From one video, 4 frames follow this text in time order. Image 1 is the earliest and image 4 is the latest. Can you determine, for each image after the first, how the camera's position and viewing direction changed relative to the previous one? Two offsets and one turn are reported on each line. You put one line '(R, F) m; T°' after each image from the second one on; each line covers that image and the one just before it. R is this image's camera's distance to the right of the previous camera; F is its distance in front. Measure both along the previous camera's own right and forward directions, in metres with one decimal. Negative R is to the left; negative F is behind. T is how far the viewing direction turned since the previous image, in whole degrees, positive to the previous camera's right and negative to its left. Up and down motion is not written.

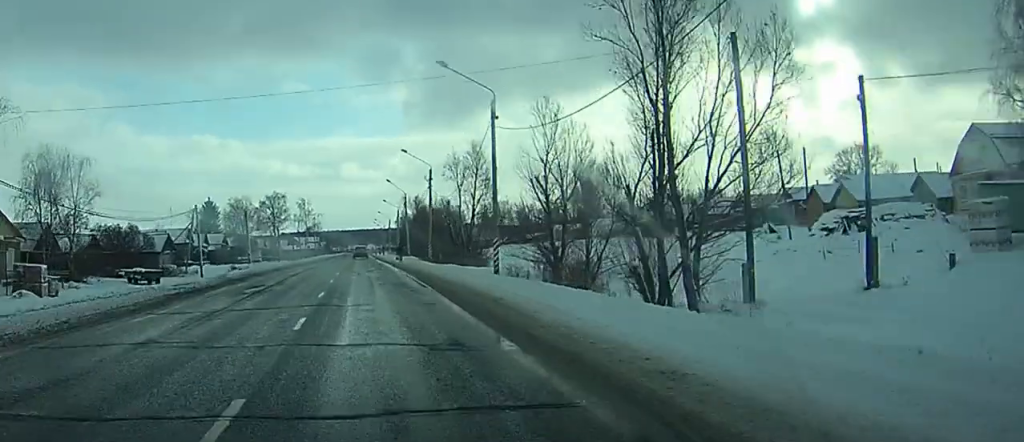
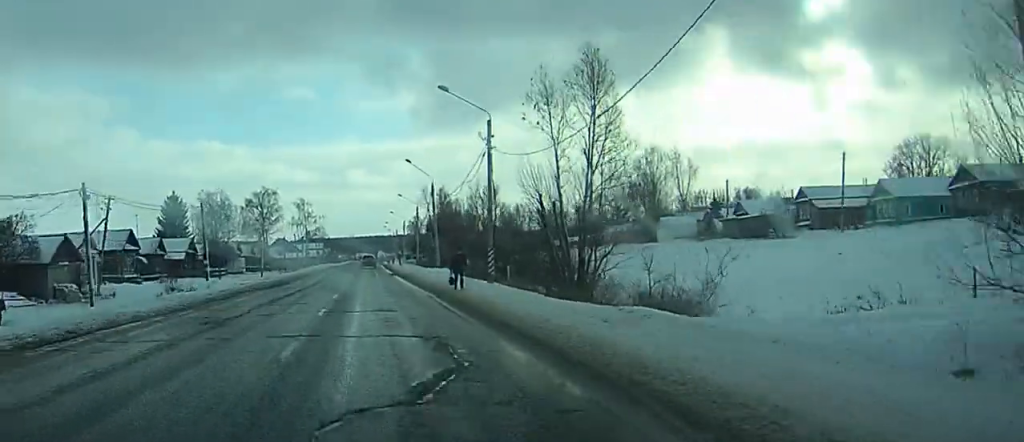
(0.0, +33.2) m; 0°
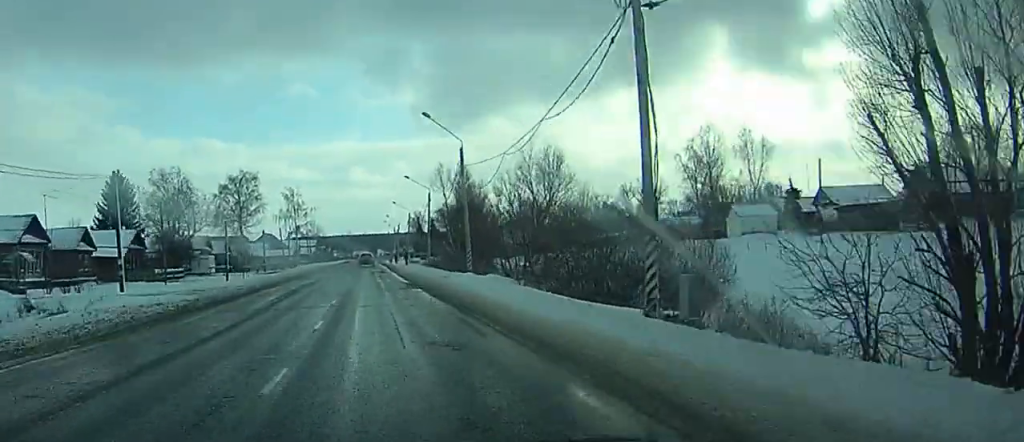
(0.0, +26.3) m; +1°
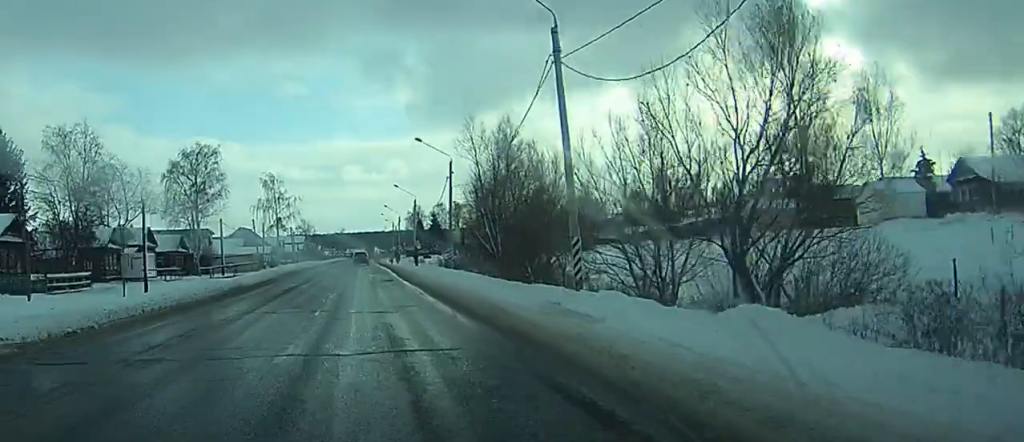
(+1.9, +29.8) m; +3°
